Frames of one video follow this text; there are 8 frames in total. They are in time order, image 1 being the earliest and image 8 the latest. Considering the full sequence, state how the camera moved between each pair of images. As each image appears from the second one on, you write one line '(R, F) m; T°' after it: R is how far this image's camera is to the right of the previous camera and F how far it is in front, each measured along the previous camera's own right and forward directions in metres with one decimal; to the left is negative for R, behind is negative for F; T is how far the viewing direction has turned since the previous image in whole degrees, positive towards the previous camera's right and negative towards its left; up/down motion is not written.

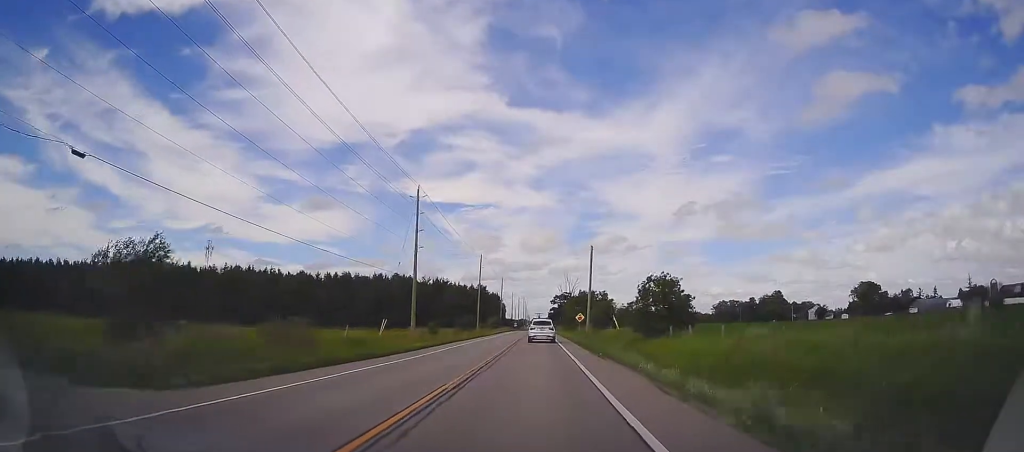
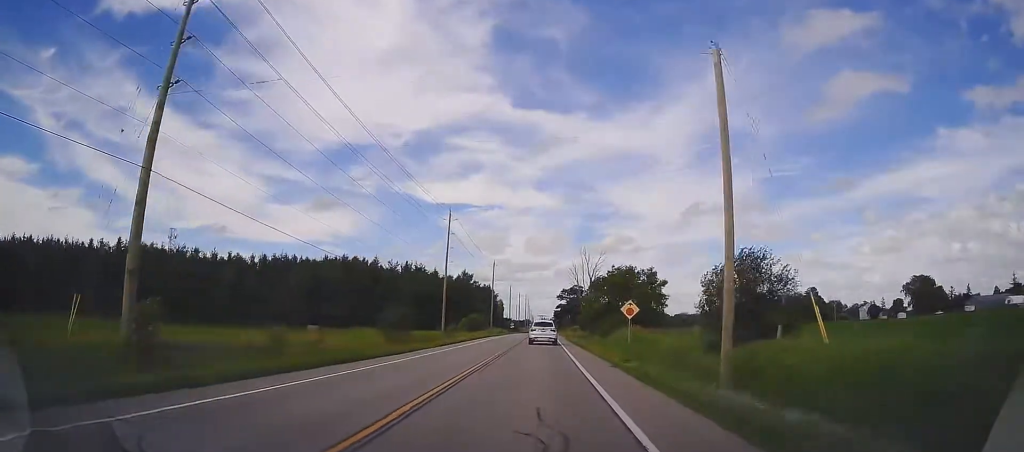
(0.0, +42.4) m; -1°
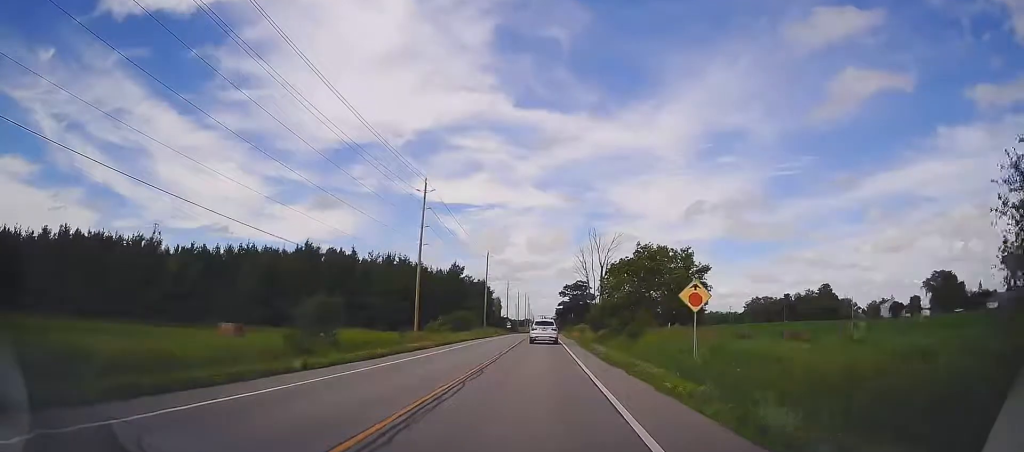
(-0.2, +15.2) m; -1°
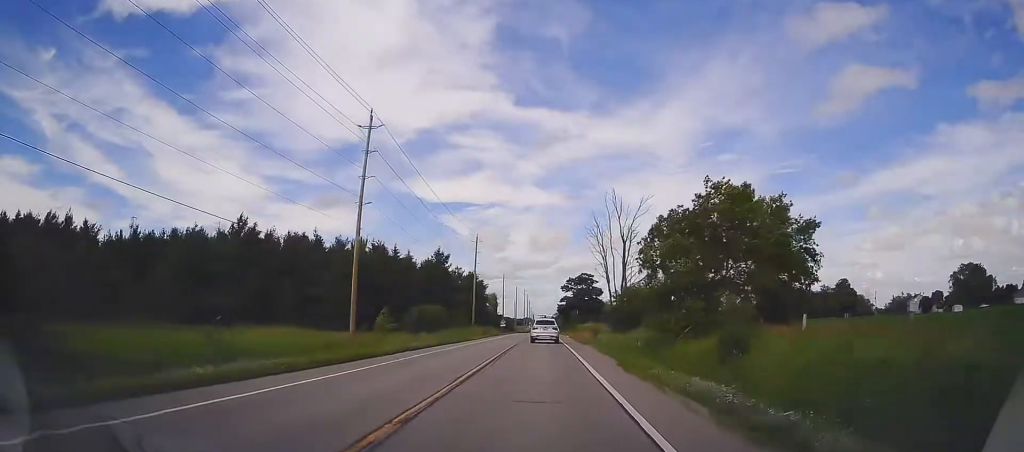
(0.0, +18.9) m; 0°
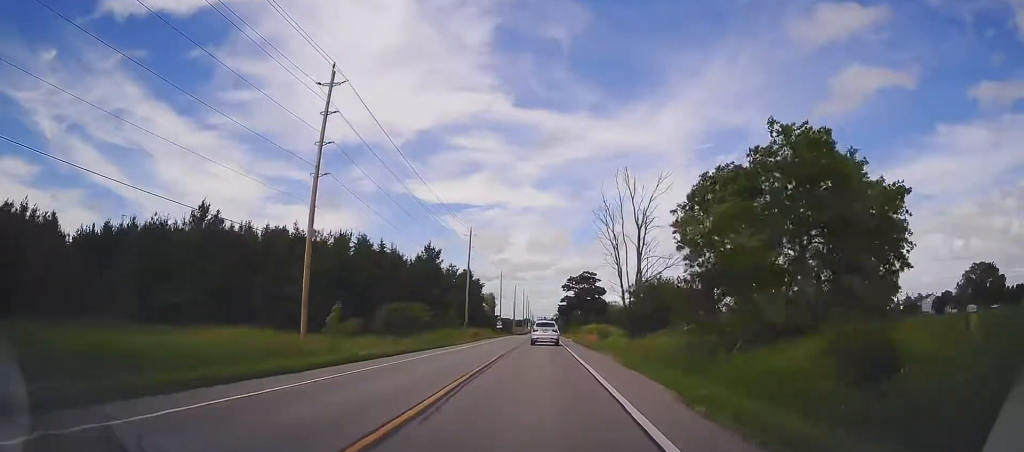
(0.0, +7.9) m; 0°
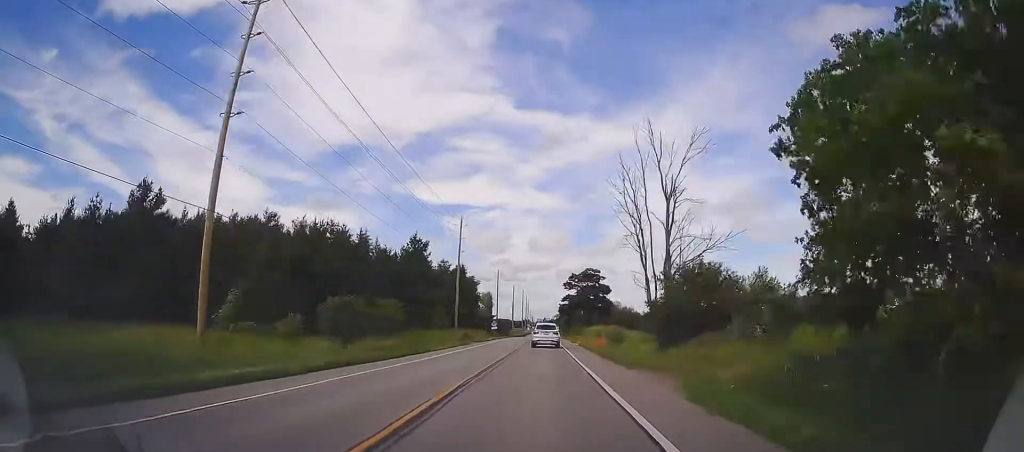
(0.0, +10.0) m; 0°
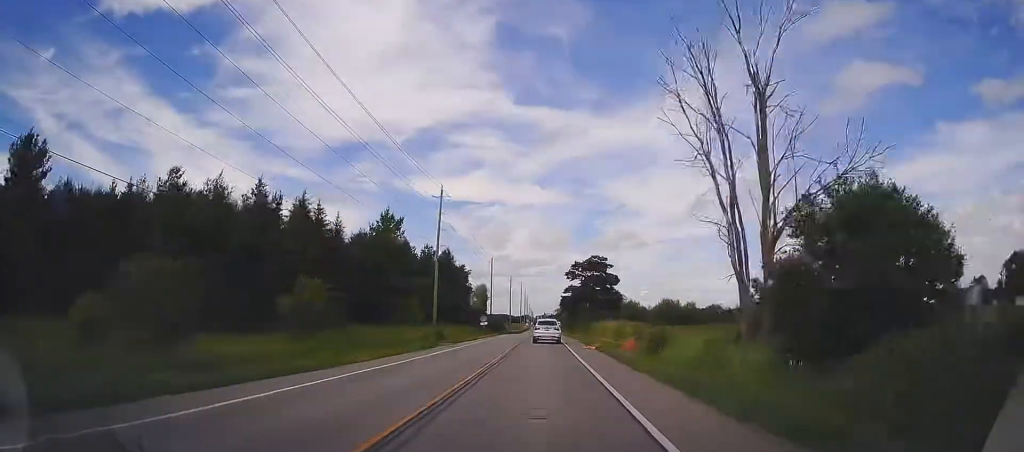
(-0.1, +14.6) m; 0°
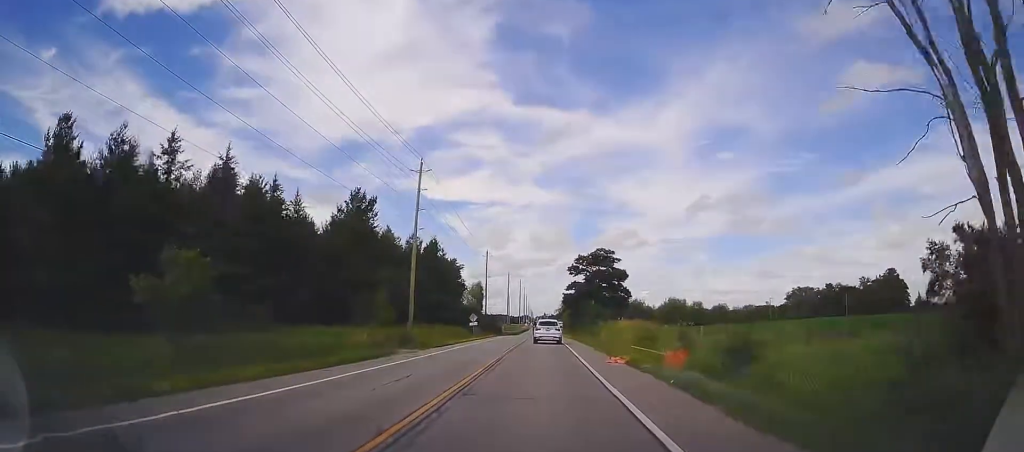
(-0.2, +11.1) m; 0°
